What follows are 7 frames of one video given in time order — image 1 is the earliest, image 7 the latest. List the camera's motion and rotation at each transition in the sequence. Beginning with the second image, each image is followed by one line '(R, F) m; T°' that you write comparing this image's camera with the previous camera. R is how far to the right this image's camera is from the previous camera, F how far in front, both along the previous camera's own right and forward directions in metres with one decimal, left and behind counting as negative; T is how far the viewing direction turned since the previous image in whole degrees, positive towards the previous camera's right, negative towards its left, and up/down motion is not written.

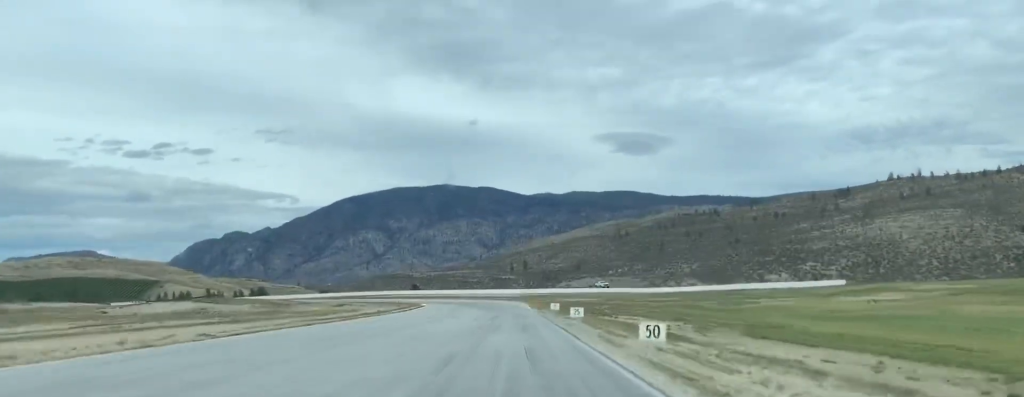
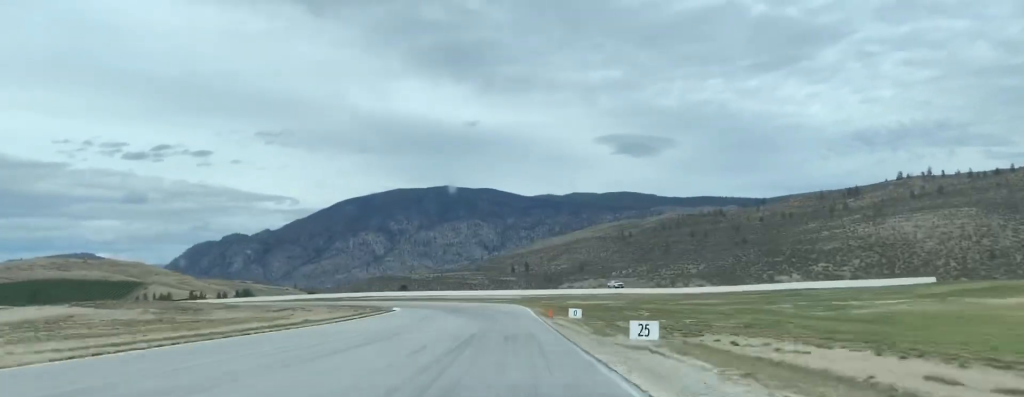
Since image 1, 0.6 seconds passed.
(-0.7, +24.8) m; -1°
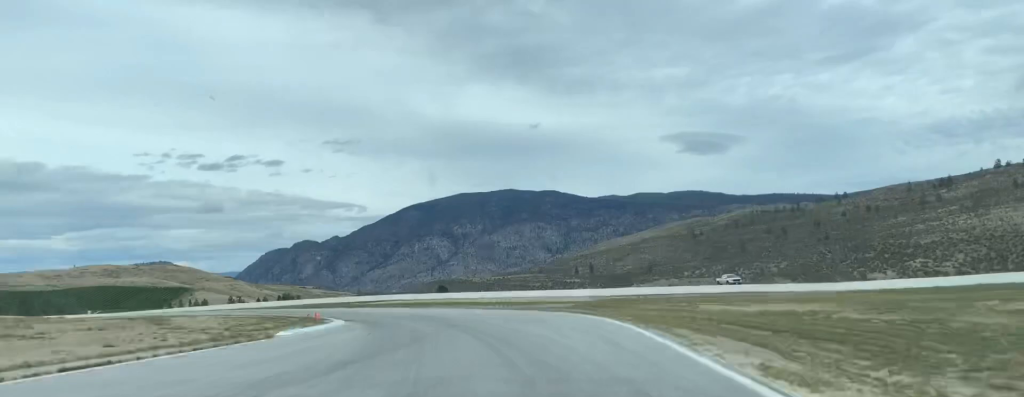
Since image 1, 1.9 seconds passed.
(-0.3, +52.6) m; -6°
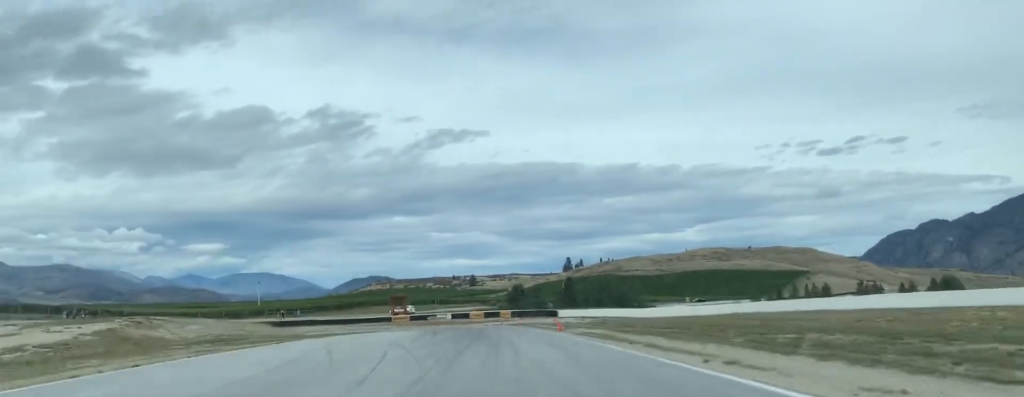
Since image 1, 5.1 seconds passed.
(-42.8, +108.2) m; -37°
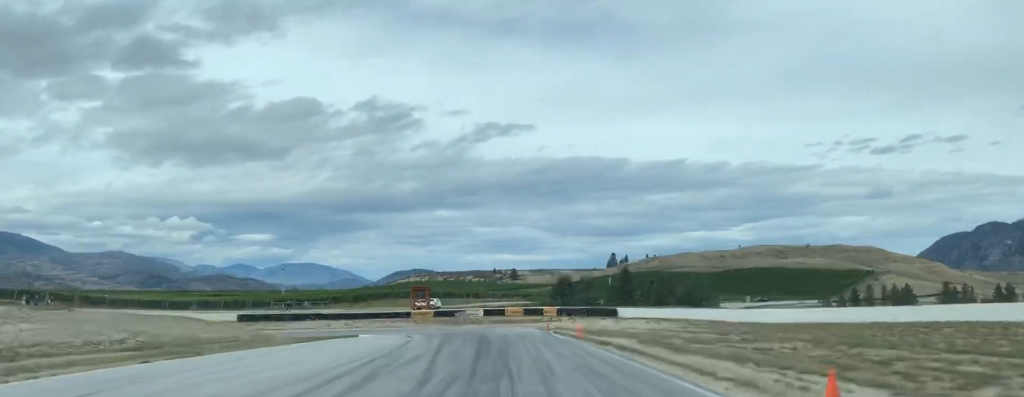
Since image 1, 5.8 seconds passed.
(-1.0, +24.1) m; -3°
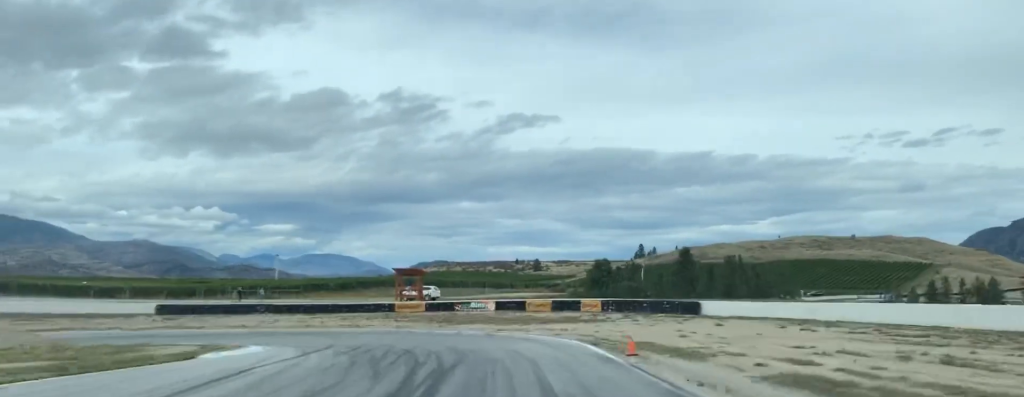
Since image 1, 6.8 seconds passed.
(-1.0, +30.1) m; -3°
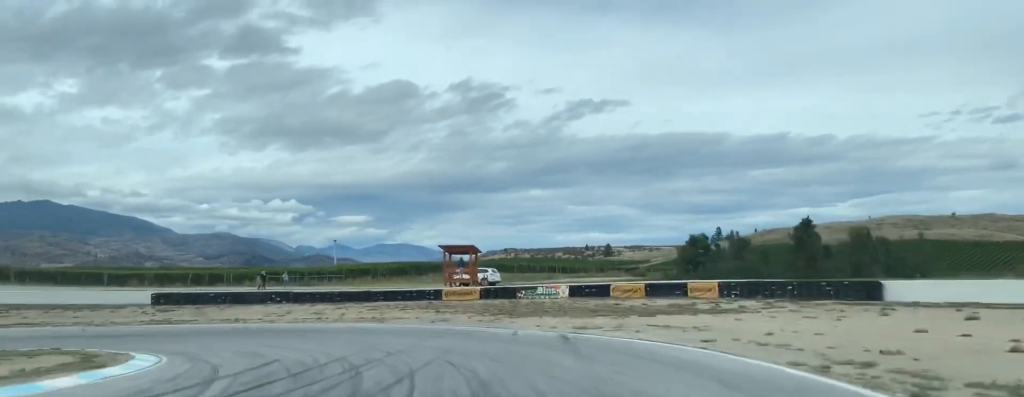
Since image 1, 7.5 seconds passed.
(-0.4, +19.2) m; -6°
